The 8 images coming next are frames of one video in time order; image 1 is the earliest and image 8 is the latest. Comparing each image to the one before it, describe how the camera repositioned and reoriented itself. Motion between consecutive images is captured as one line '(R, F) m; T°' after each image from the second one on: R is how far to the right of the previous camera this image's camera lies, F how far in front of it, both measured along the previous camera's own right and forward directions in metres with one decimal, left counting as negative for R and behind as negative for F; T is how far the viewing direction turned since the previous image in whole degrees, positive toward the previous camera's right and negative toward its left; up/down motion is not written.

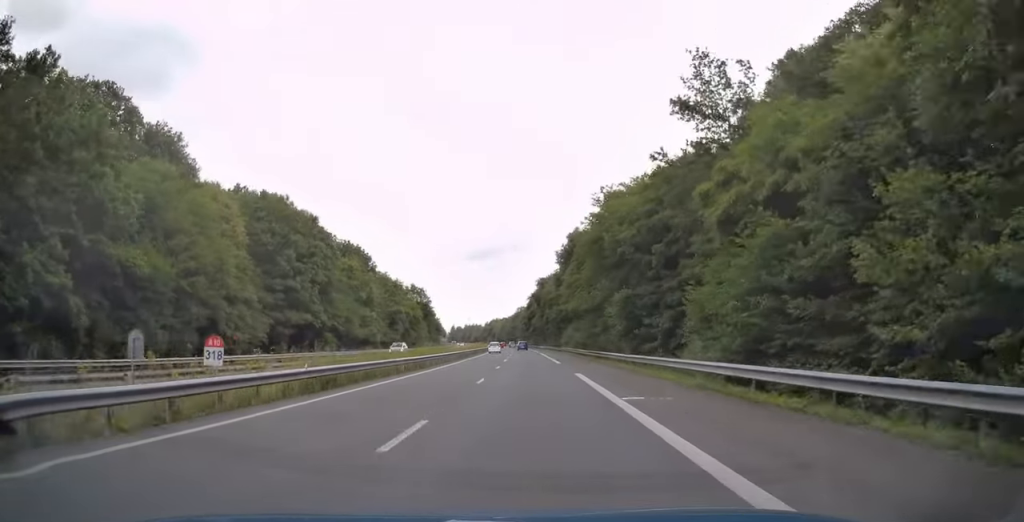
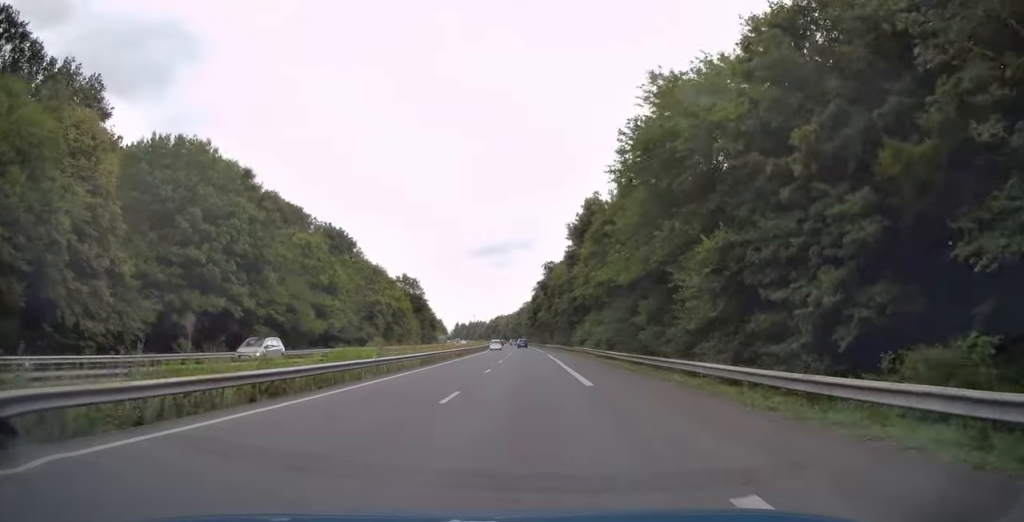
(0.0, +19.9) m; 0°
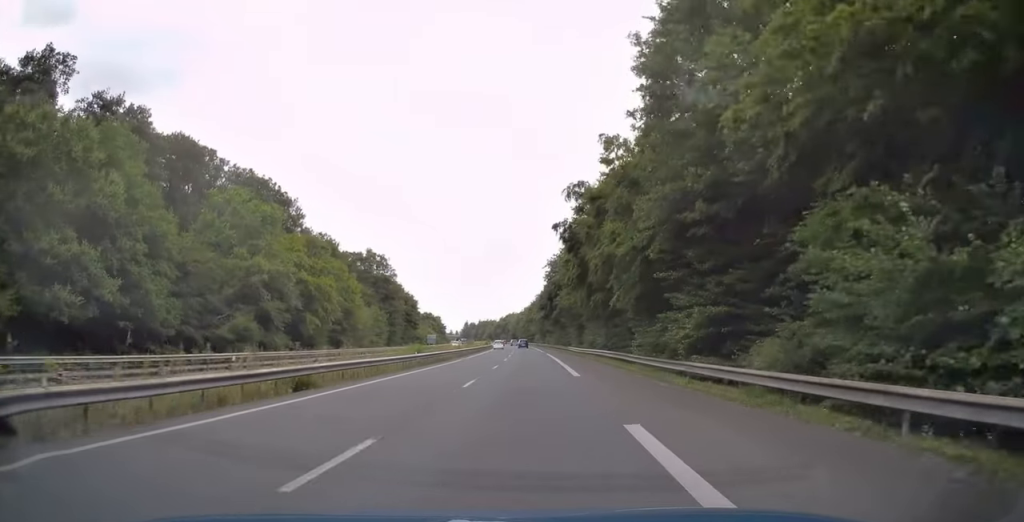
(-0.3, +46.7) m; -1°
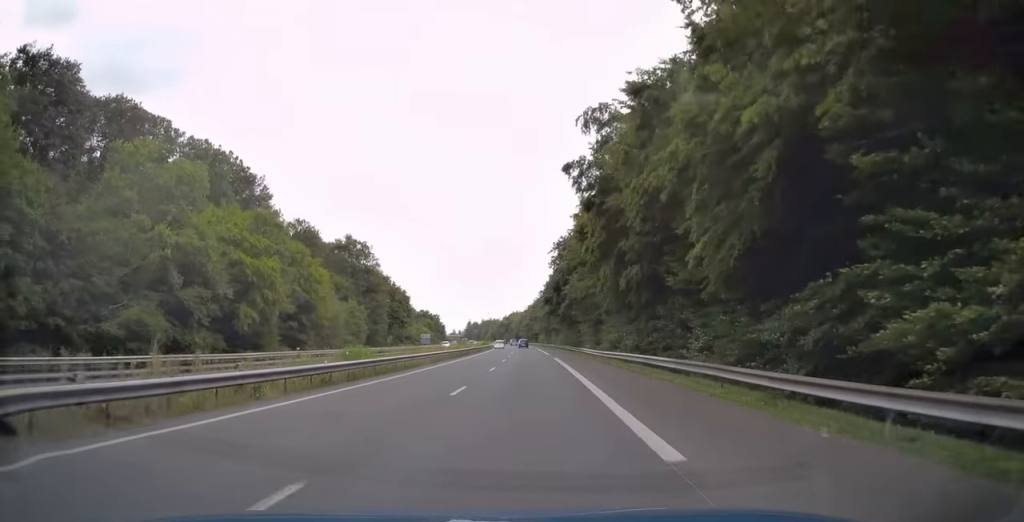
(-0.2, +15.6) m; 0°
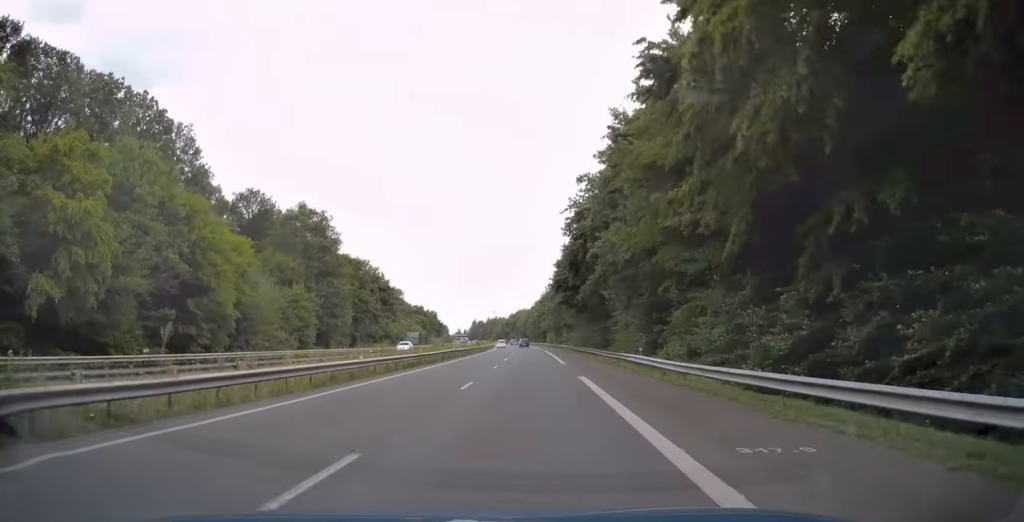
(-0.2, +24.2) m; -1°
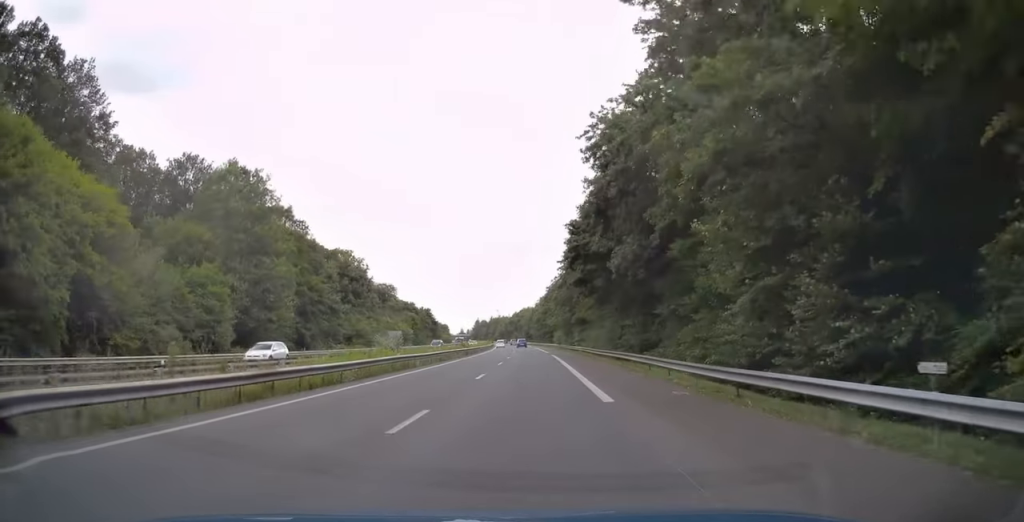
(0.0, +20.9) m; -1°
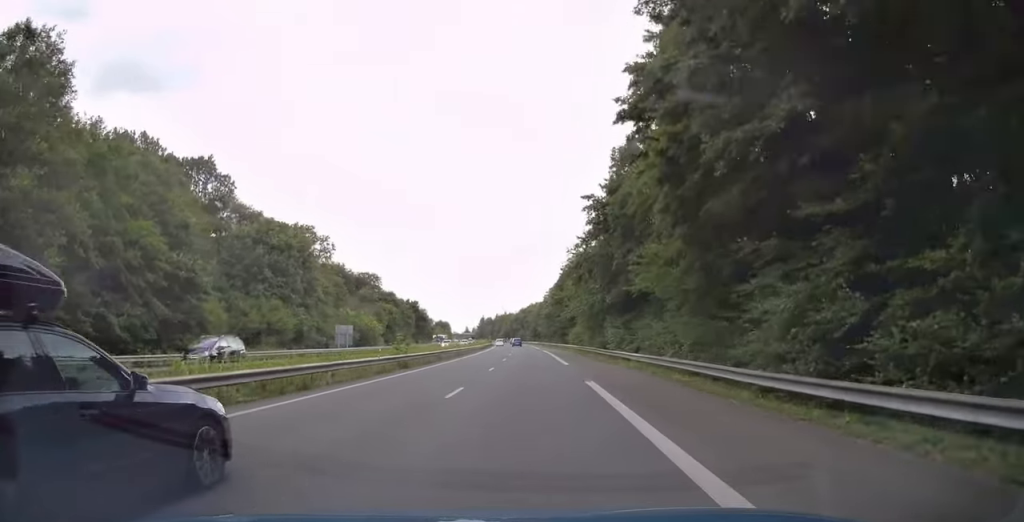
(-0.4, +33.3) m; -1°
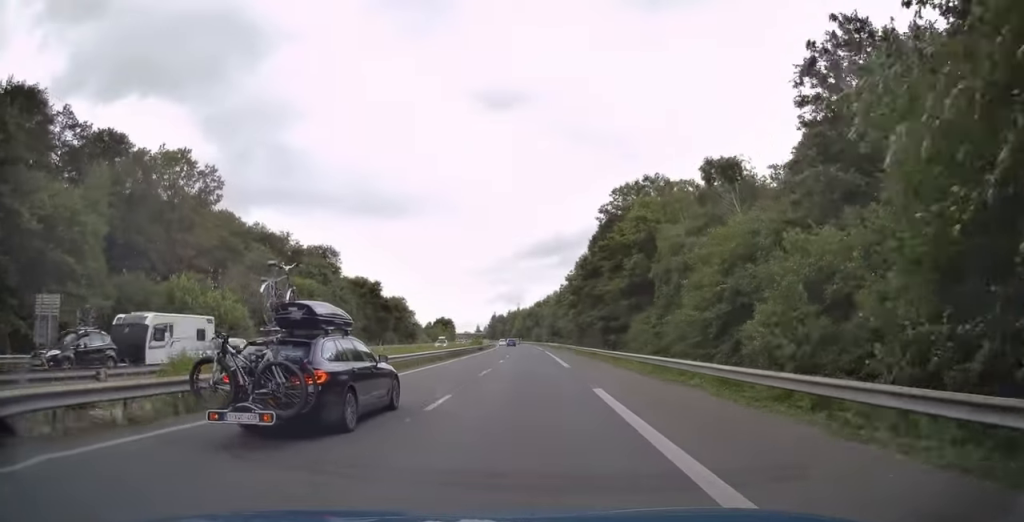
(-0.3, +53.6) m; -2°
